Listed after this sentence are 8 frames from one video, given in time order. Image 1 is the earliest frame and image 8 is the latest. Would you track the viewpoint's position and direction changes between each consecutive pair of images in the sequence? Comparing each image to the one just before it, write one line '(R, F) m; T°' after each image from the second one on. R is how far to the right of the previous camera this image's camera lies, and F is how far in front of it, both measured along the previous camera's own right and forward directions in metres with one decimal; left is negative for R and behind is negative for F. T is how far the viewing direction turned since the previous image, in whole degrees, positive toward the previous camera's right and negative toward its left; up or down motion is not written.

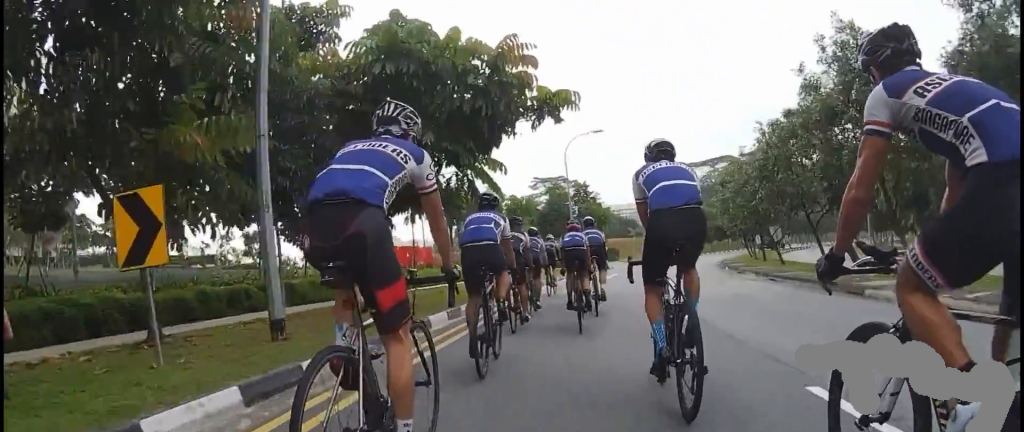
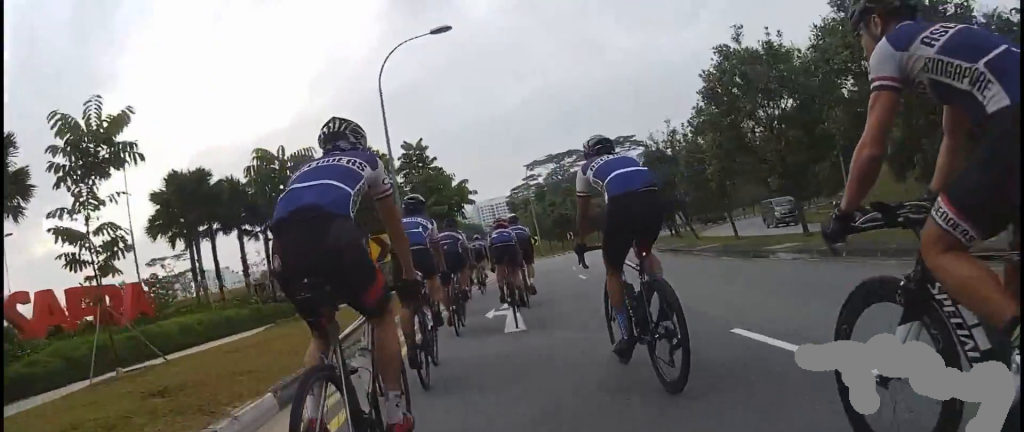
(+0.5, +17.3) m; +12°
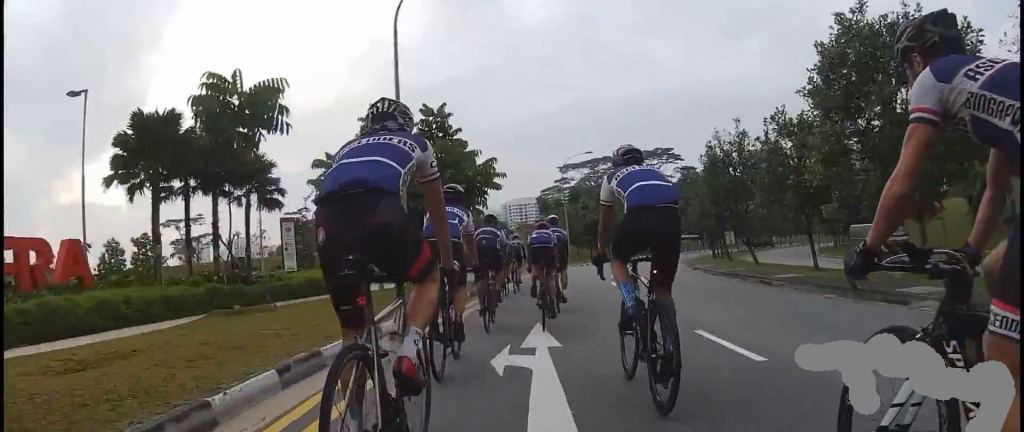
(+0.3, +4.3) m; +2°
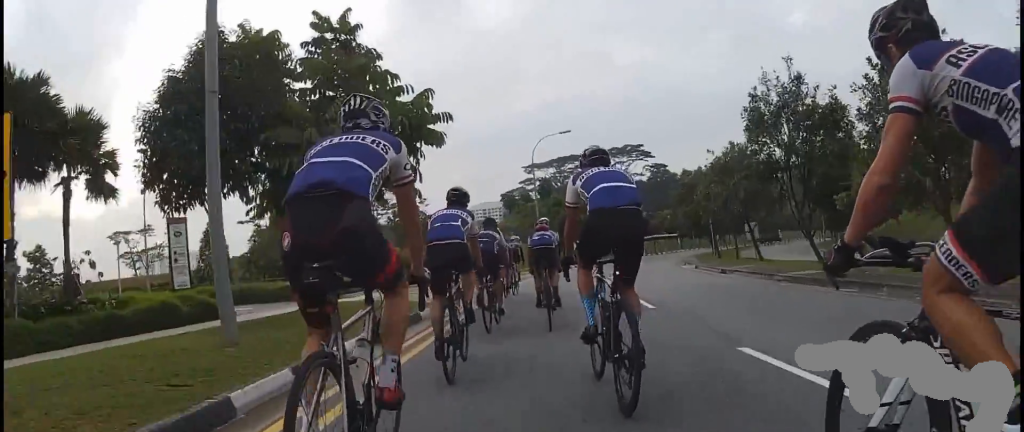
(+0.2, +7.8) m; 0°
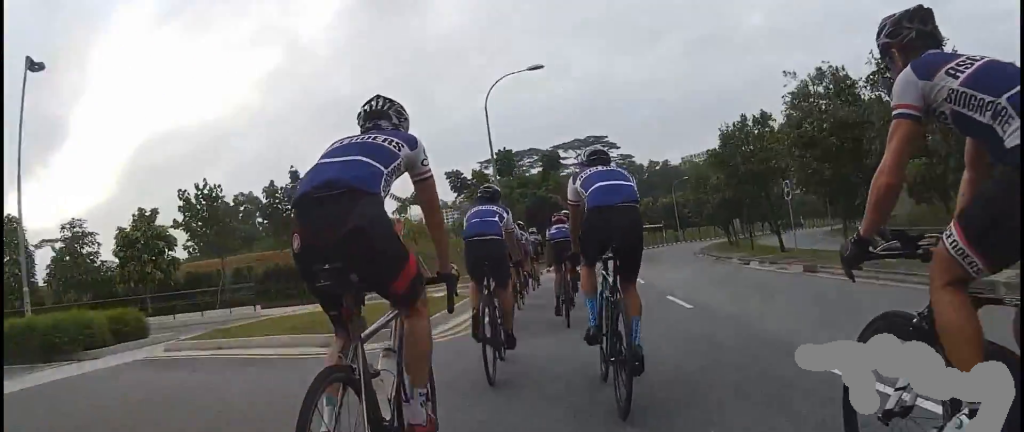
(-0.3, +12.8) m; +11°
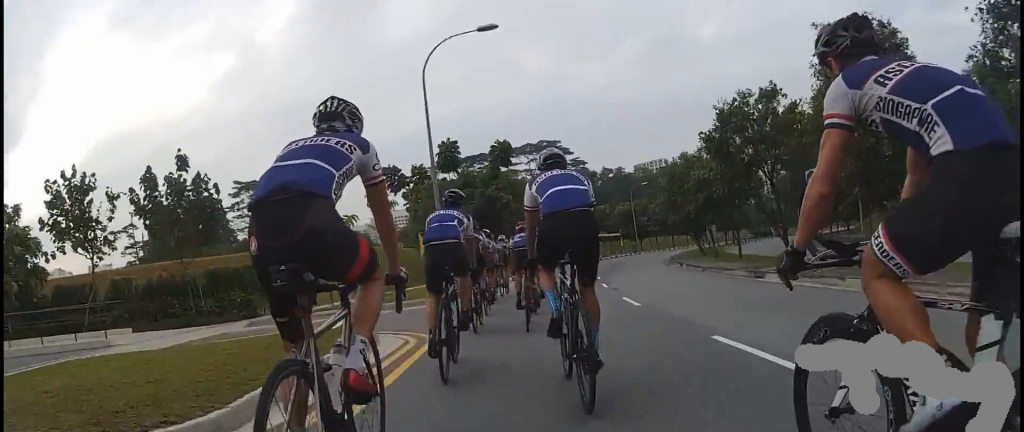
(+0.9, +4.8) m; 0°
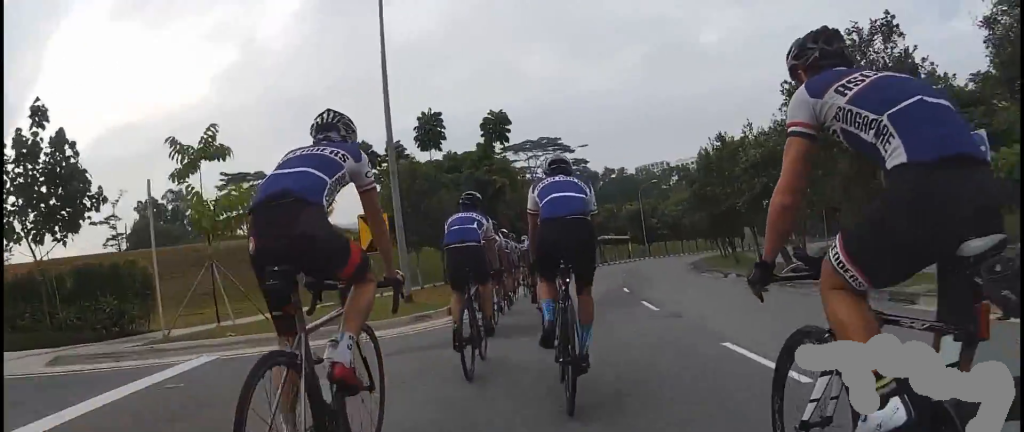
(+0.1, +6.0) m; 0°
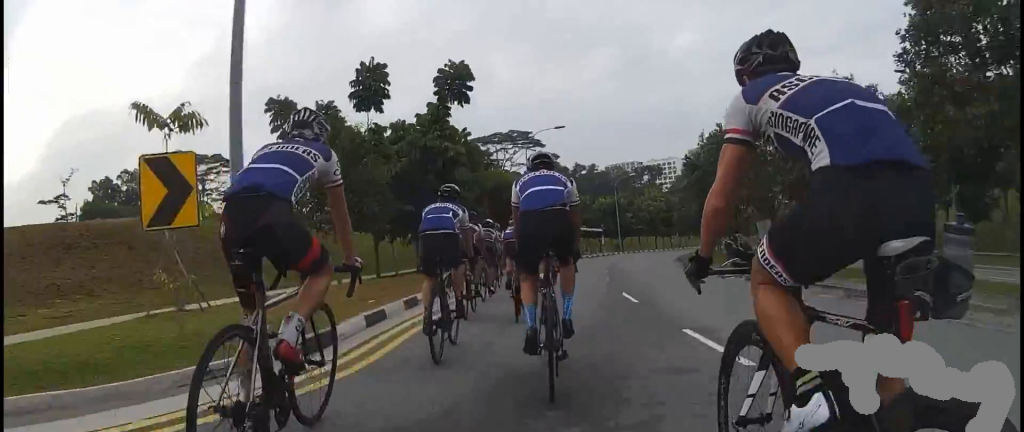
(-1.0, +5.5) m; +1°
